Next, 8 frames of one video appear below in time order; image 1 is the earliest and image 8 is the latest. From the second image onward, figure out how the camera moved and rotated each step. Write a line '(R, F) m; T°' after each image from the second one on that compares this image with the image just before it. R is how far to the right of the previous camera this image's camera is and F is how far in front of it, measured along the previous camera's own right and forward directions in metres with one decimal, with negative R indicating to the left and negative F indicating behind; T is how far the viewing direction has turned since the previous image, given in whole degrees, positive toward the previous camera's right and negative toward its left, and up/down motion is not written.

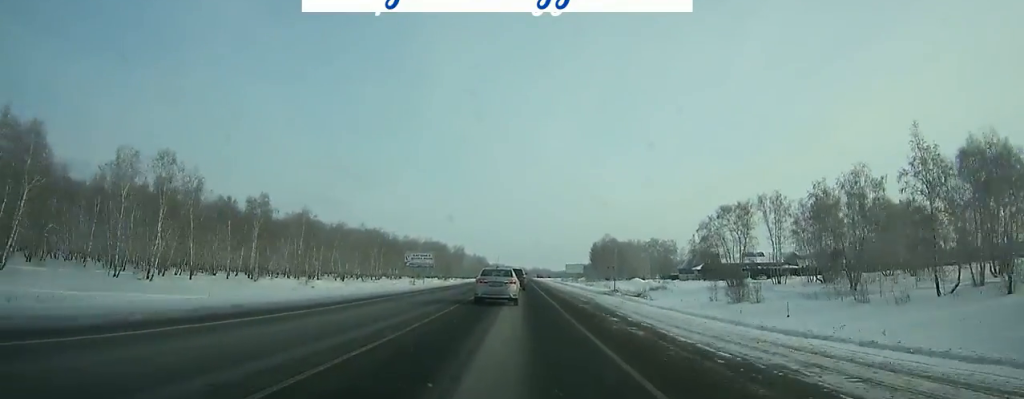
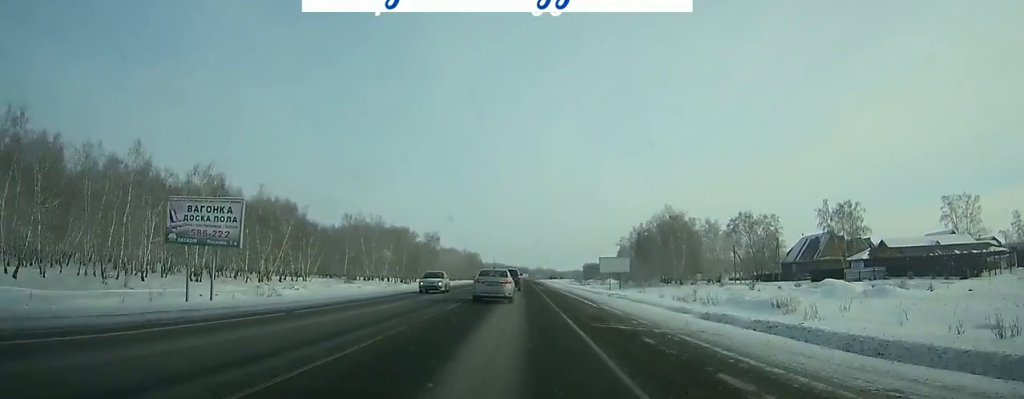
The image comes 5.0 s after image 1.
(-0.1, +84.9) m; 0°
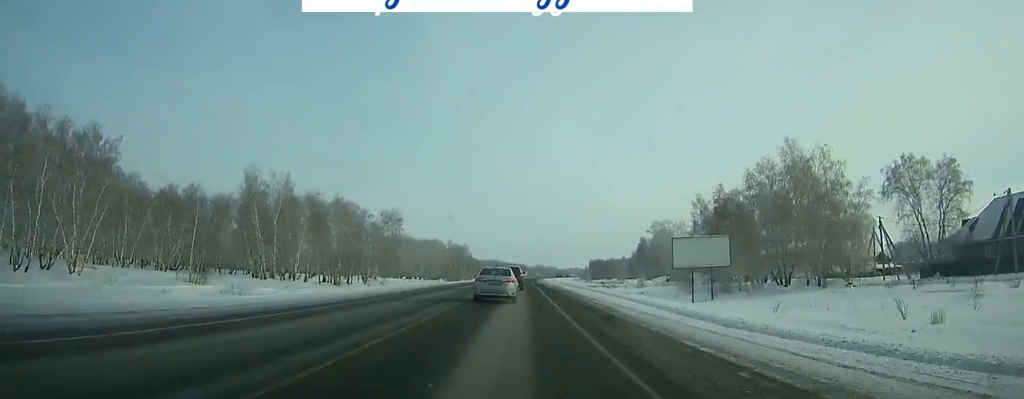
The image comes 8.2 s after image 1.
(0.0, +57.8) m; 0°
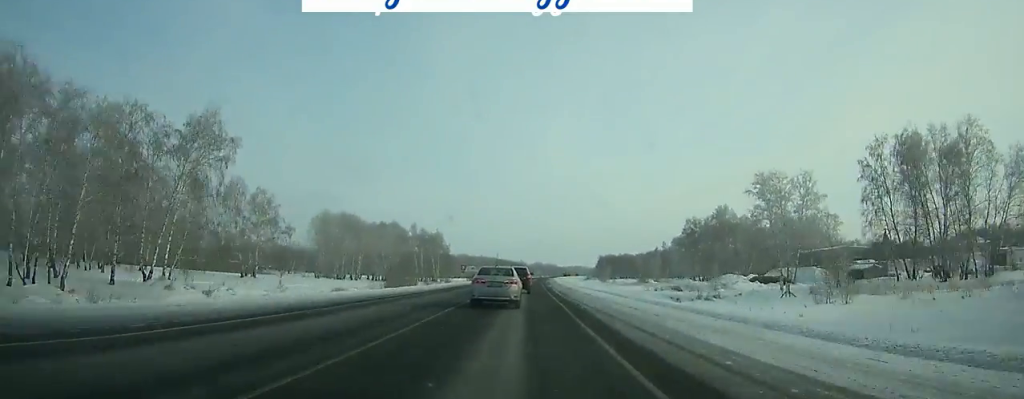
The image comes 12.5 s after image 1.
(+0.5, +80.9) m; +1°
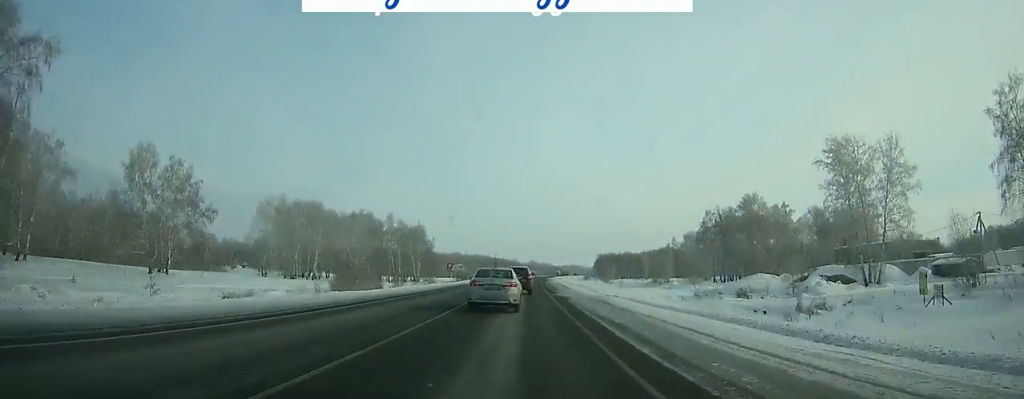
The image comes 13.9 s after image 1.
(+0.1, +26.1) m; 0°
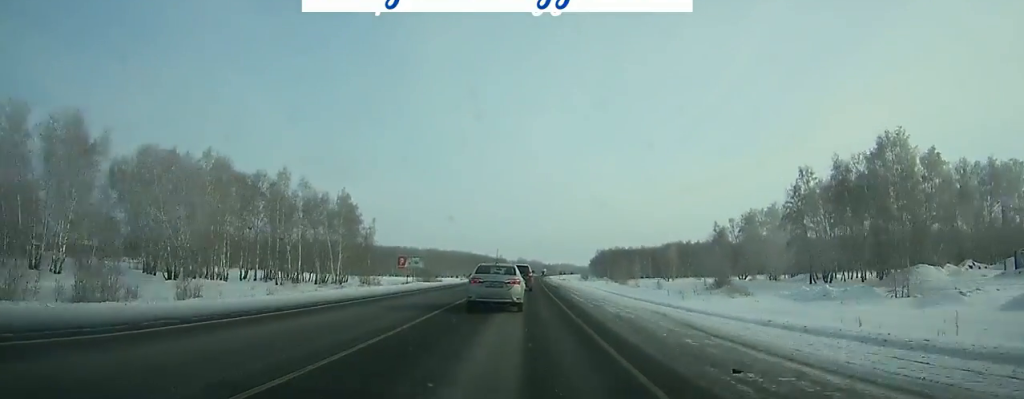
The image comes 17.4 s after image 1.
(+0.6, +64.5) m; +1°
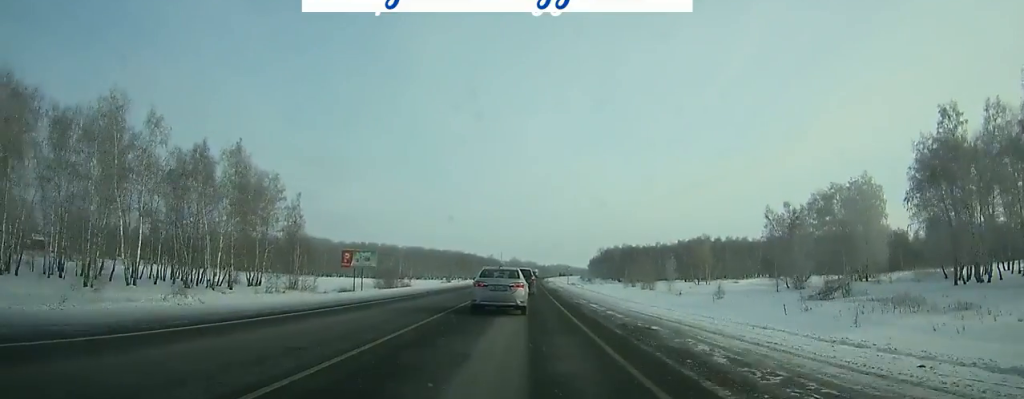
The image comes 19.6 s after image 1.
(+0.1, +40.6) m; +1°
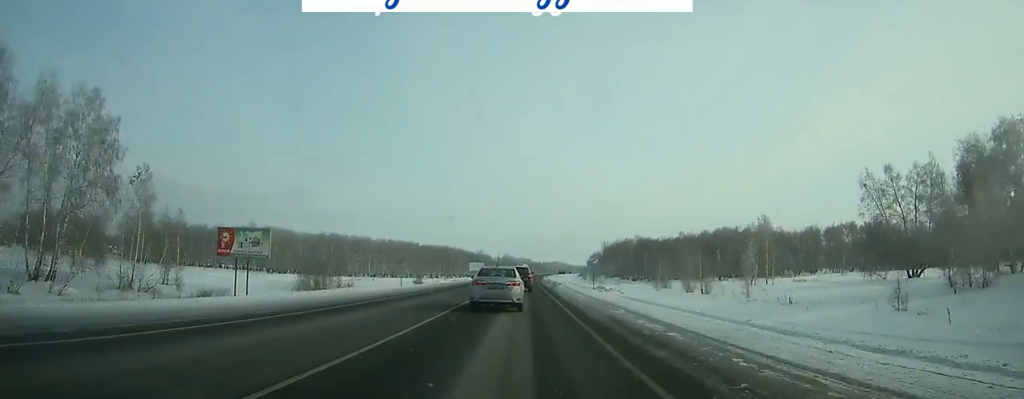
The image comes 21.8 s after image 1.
(+0.3, +41.5) m; +1°
